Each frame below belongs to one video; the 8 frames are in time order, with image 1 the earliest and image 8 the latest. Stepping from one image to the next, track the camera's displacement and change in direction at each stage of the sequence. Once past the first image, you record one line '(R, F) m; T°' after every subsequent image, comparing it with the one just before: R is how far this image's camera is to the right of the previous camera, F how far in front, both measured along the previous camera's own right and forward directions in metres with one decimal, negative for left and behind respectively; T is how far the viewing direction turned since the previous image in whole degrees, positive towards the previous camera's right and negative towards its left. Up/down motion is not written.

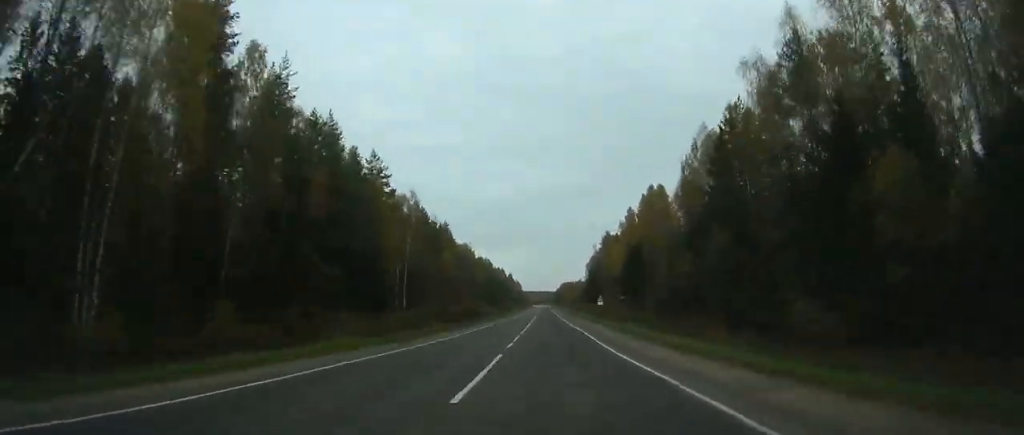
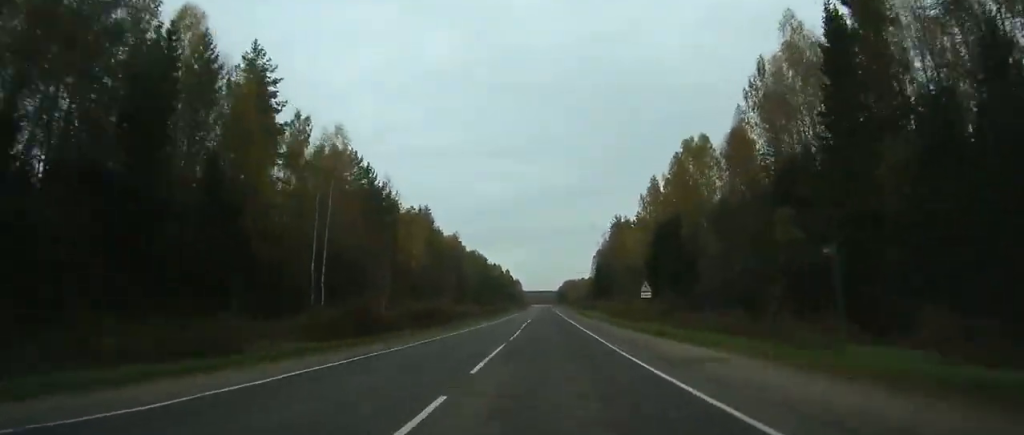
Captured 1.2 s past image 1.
(+0.1, +31.5) m; 0°
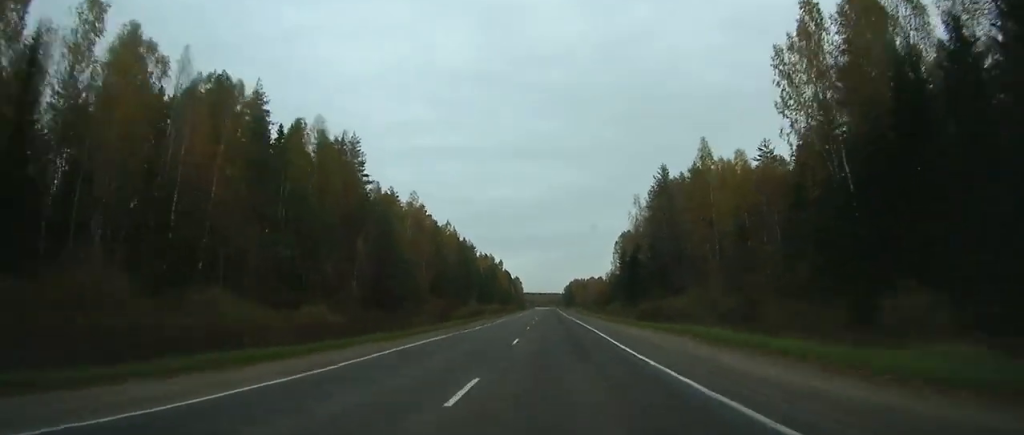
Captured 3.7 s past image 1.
(+0.2, +72.2) m; 0°
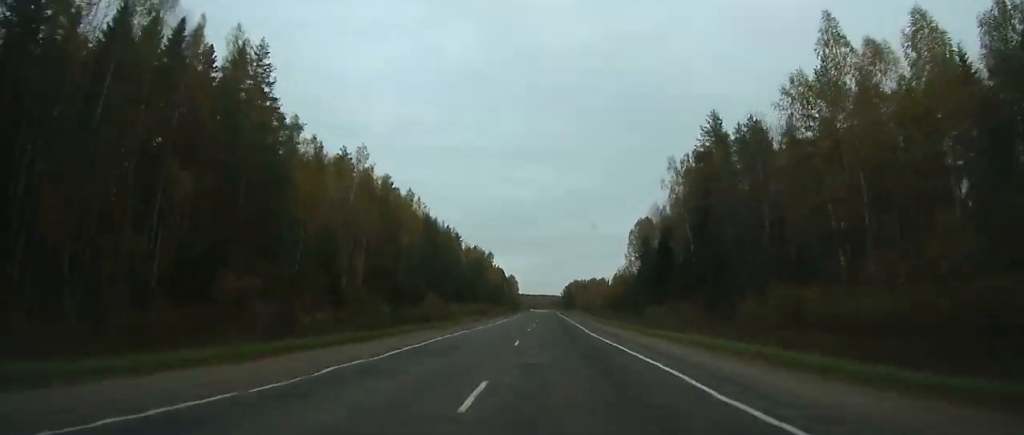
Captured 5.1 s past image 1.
(0.0, +37.9) m; 0°
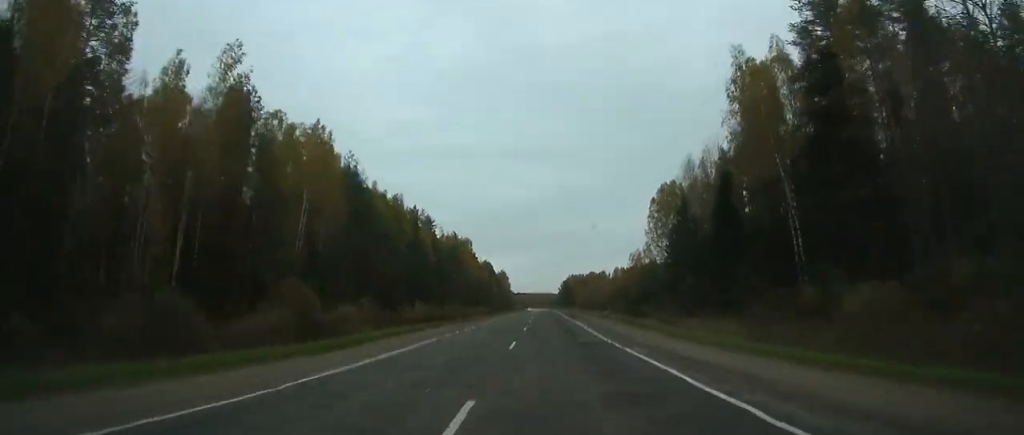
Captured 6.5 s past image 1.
(+0.2, +38.5) m; 0°
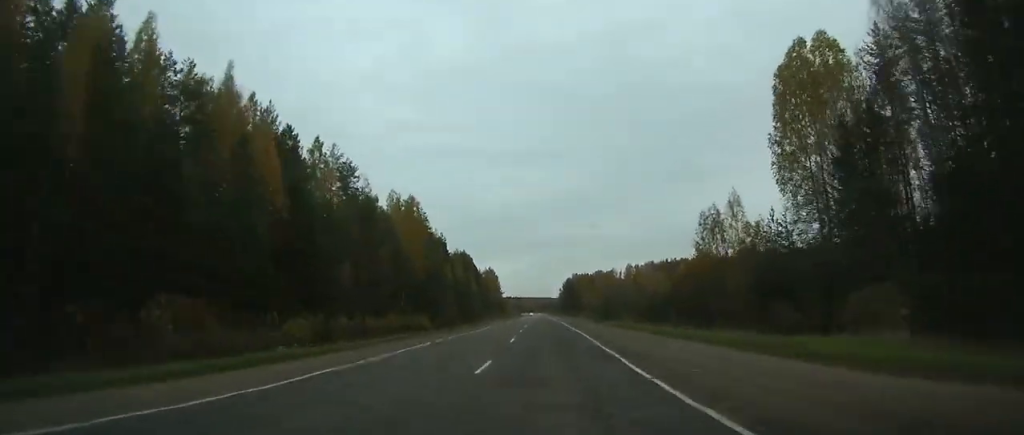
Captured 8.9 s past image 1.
(+0.3, +63.5) m; 0°
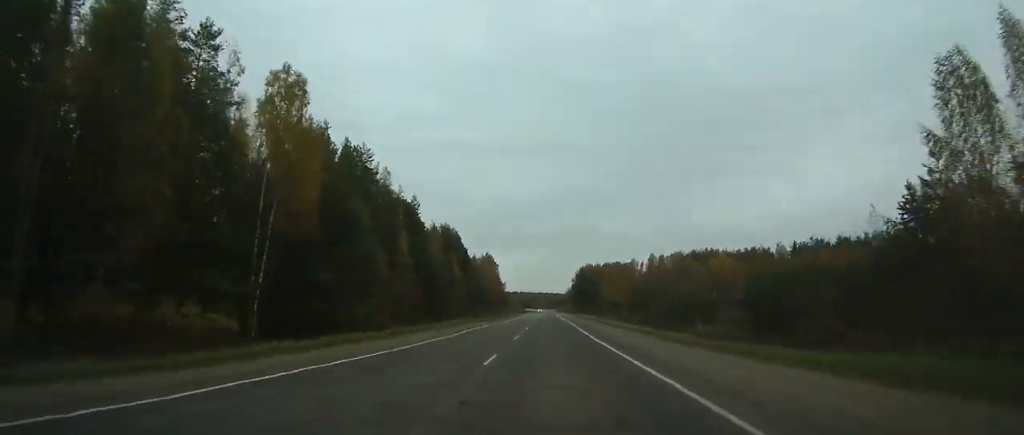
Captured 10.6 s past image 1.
(-0.1, +44.8) m; 0°
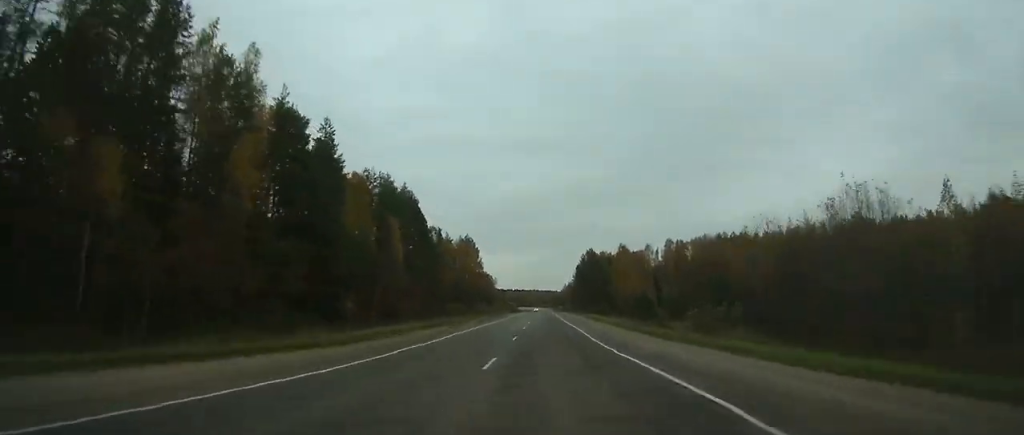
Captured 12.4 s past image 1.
(-0.2, +48.8) m; 0°
